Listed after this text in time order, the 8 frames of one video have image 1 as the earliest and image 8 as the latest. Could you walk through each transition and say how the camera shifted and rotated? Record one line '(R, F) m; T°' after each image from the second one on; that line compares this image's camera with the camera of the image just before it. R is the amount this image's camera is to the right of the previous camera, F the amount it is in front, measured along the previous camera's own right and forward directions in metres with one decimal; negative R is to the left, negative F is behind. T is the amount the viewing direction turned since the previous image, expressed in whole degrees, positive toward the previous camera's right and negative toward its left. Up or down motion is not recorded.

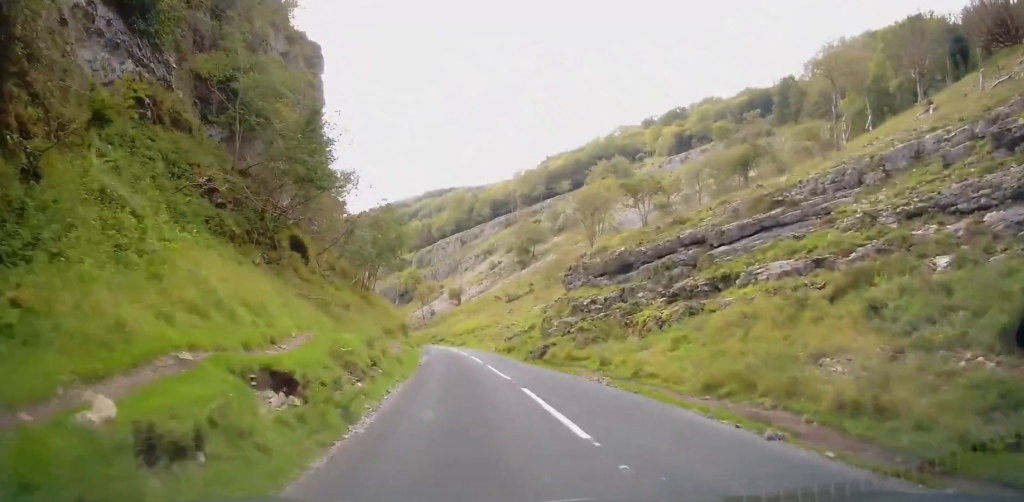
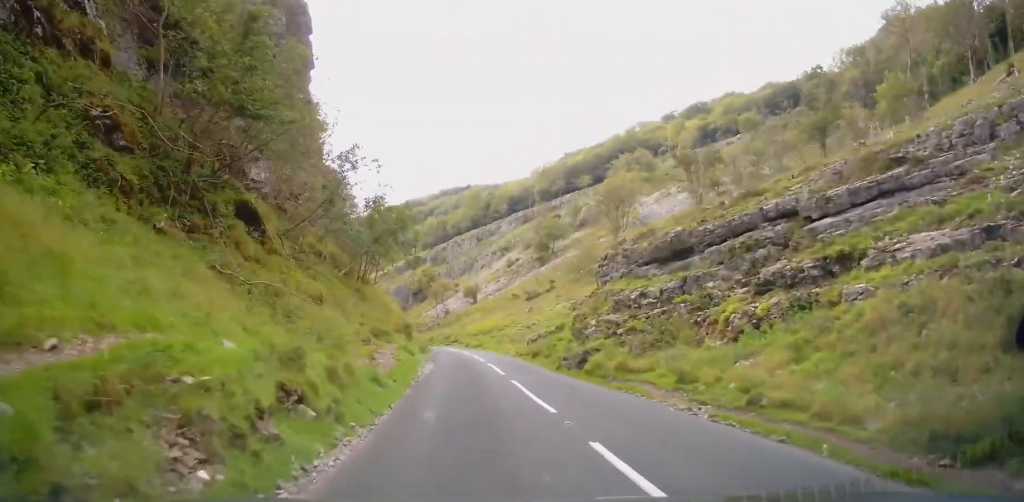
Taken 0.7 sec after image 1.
(+0.3, +6.3) m; 0°
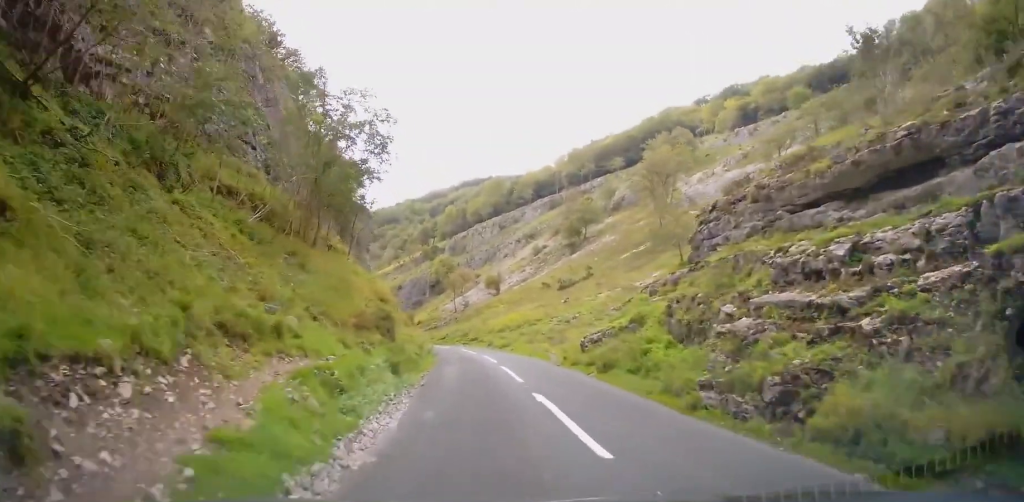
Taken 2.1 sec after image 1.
(-0.7, +12.9) m; -8°
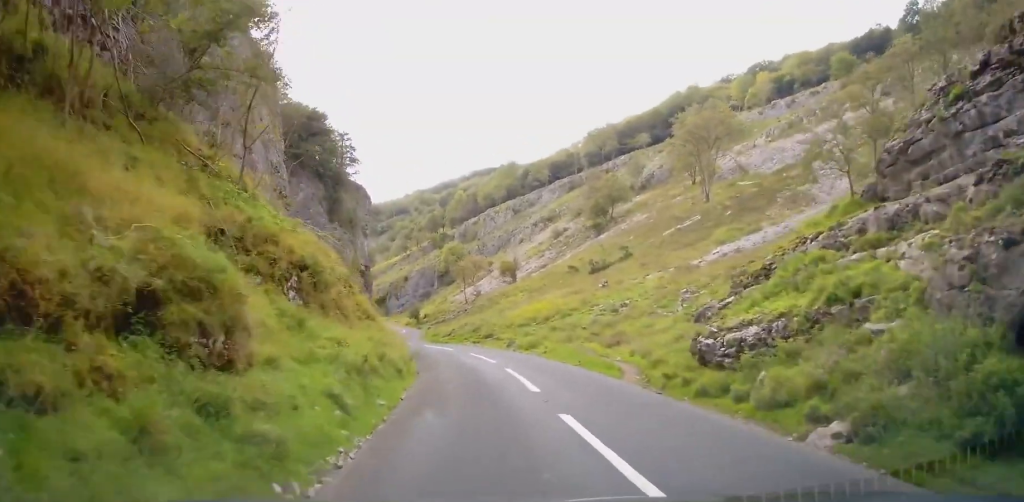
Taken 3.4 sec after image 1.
(-1.1, +12.4) m; -6°
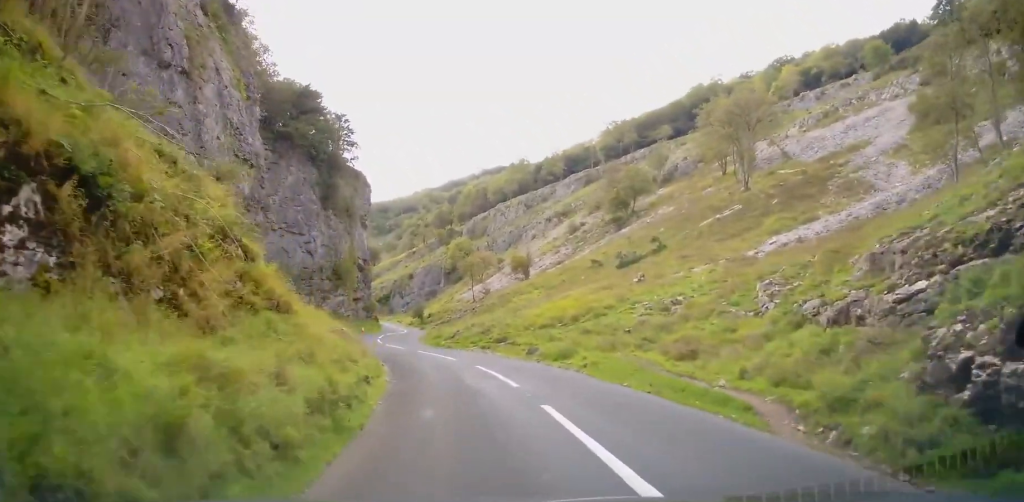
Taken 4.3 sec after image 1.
(0.0, +8.1) m; +1°
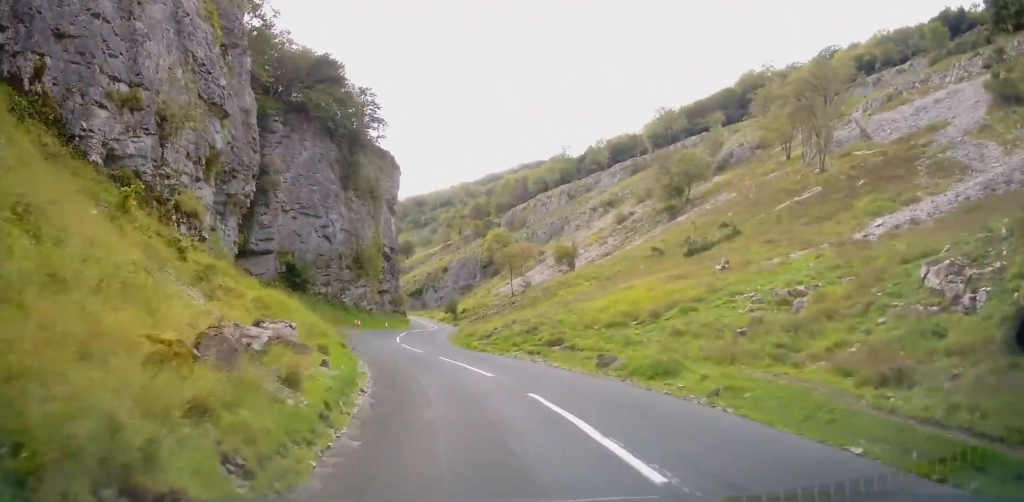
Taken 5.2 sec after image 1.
(+0.3, +8.2) m; +1°
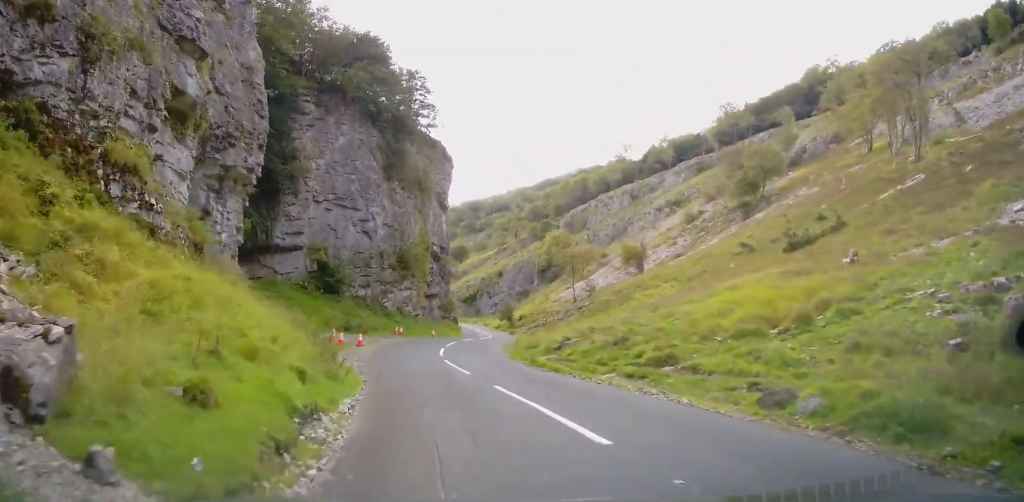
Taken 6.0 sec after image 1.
(0.0, +7.1) m; -2°
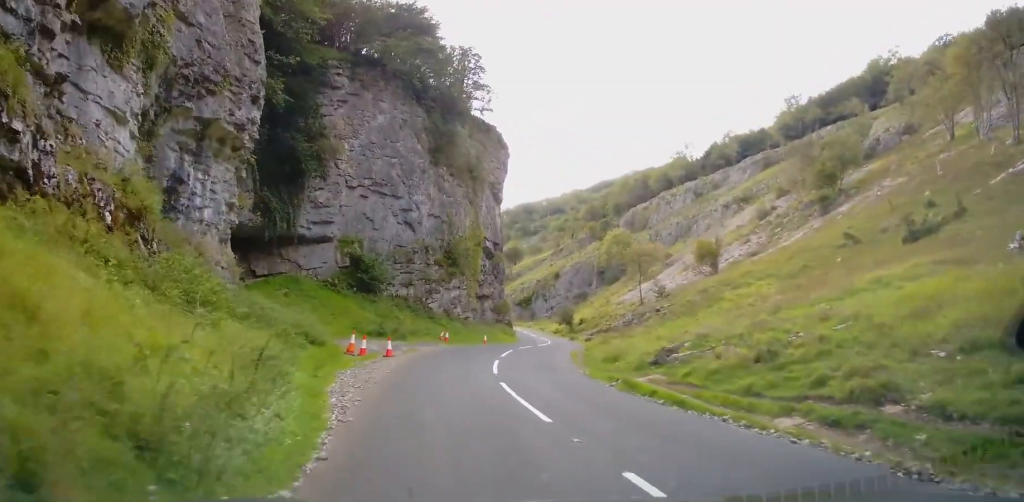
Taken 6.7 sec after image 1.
(-0.3, +6.9) m; -2°
